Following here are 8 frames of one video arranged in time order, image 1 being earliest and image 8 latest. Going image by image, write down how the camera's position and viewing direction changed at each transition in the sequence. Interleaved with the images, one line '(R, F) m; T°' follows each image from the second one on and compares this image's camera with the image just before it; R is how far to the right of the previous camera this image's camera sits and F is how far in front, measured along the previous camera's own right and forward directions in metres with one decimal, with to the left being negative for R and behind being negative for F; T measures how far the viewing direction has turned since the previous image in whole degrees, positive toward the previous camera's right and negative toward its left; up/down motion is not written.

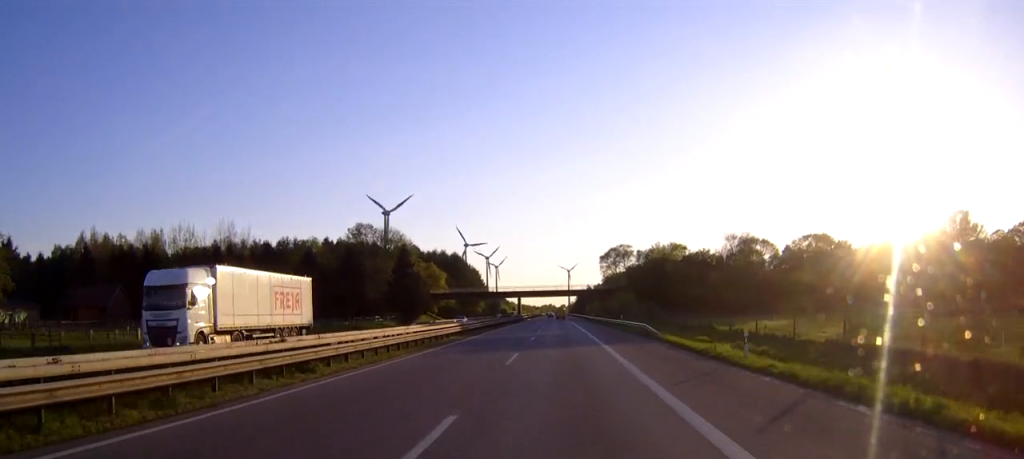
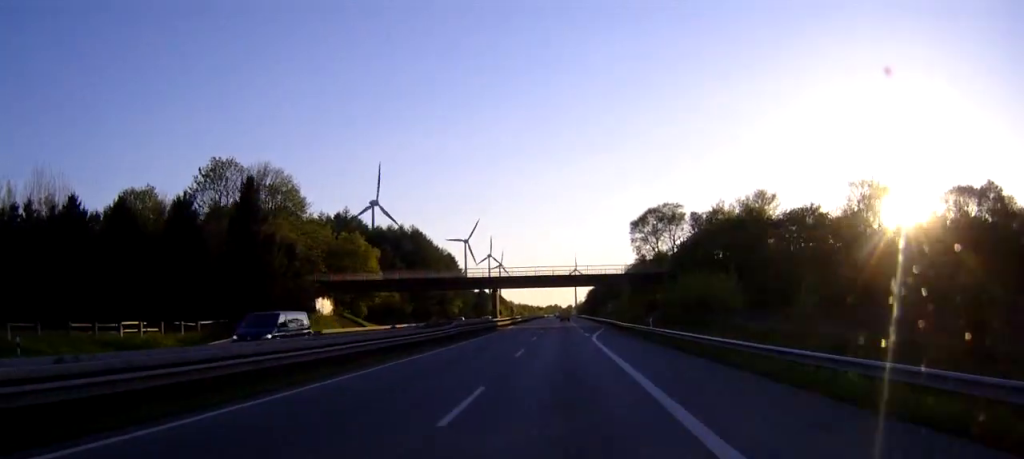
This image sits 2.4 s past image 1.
(-0.3, +60.7) m; -1°
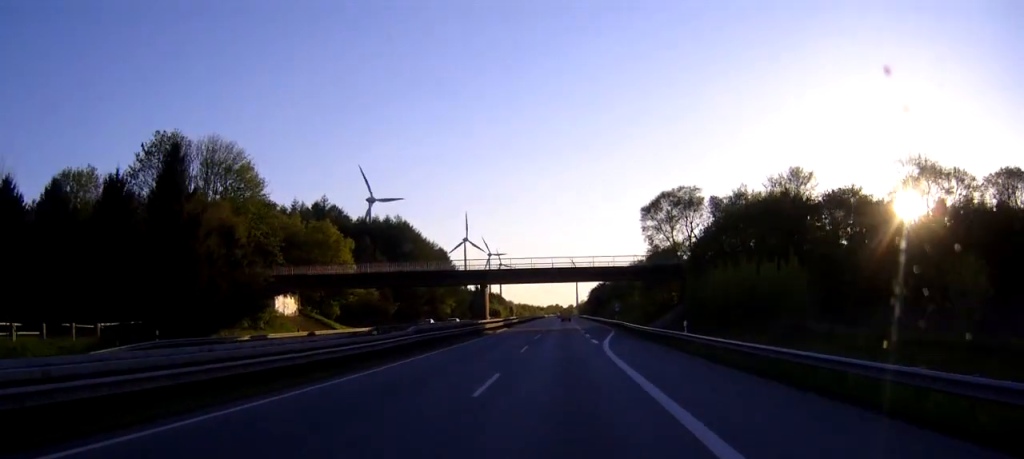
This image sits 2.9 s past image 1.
(0.0, +11.1) m; 0°
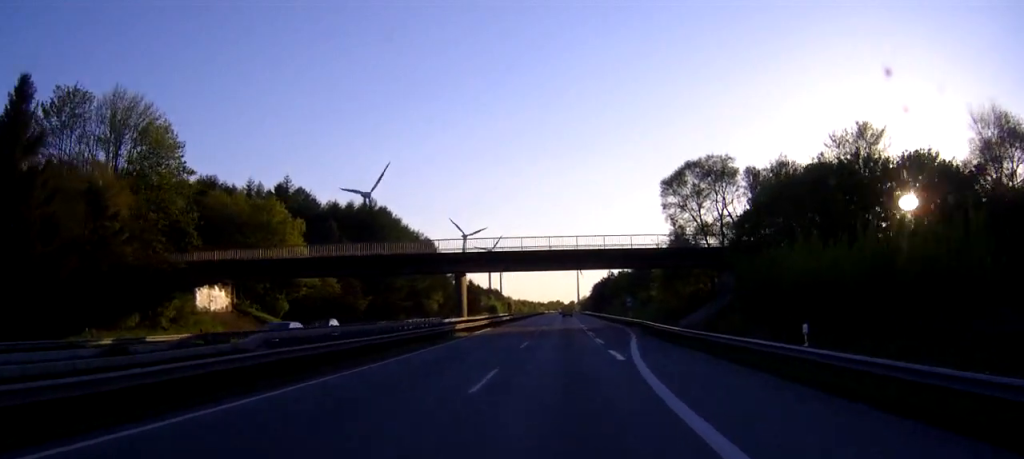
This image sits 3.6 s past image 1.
(0.0, +14.8) m; 0°
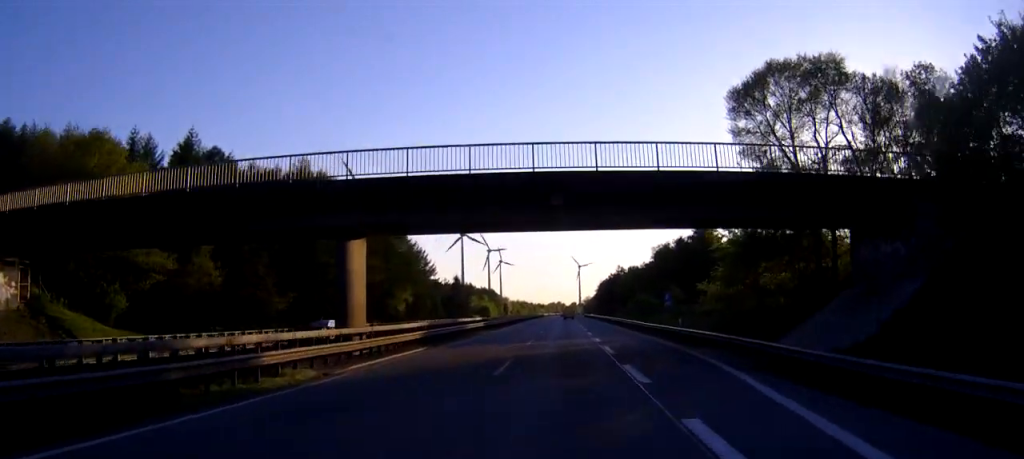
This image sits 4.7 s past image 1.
(+0.1, +26.1) m; 0°
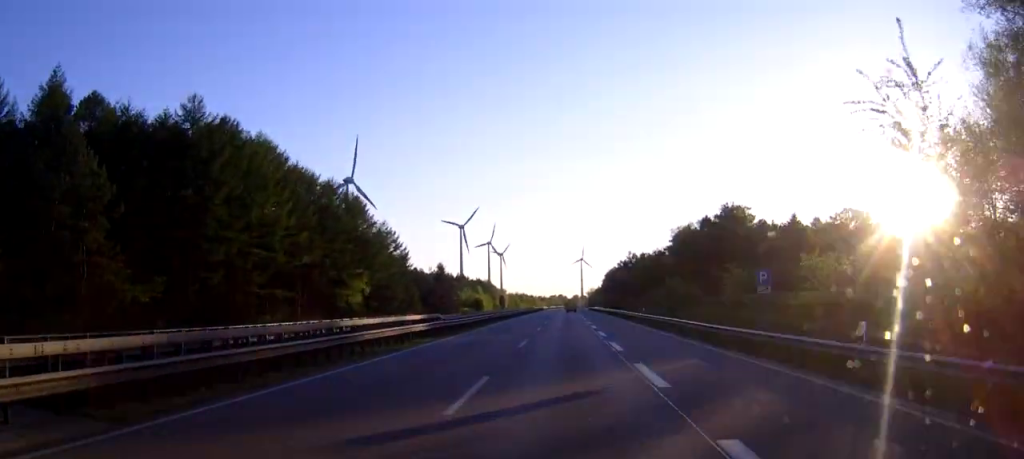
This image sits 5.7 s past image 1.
(+0.1, +24.1) m; 0°
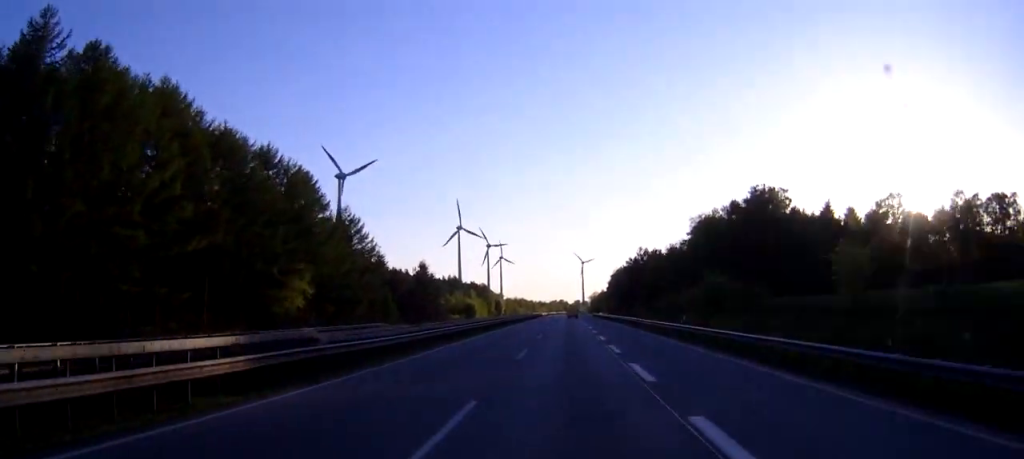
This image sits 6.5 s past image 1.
(0.0, +19.8) m; 0°
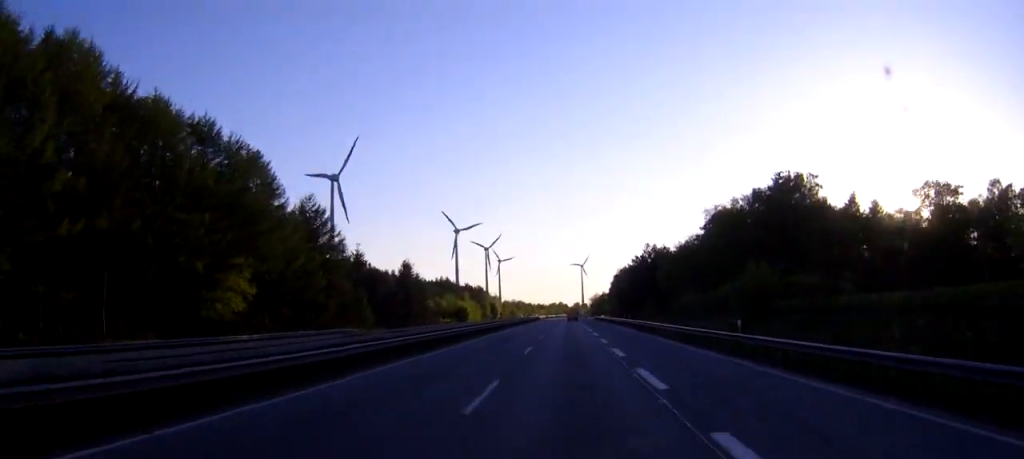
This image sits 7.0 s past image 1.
(-0.1, +13.2) m; 0°
